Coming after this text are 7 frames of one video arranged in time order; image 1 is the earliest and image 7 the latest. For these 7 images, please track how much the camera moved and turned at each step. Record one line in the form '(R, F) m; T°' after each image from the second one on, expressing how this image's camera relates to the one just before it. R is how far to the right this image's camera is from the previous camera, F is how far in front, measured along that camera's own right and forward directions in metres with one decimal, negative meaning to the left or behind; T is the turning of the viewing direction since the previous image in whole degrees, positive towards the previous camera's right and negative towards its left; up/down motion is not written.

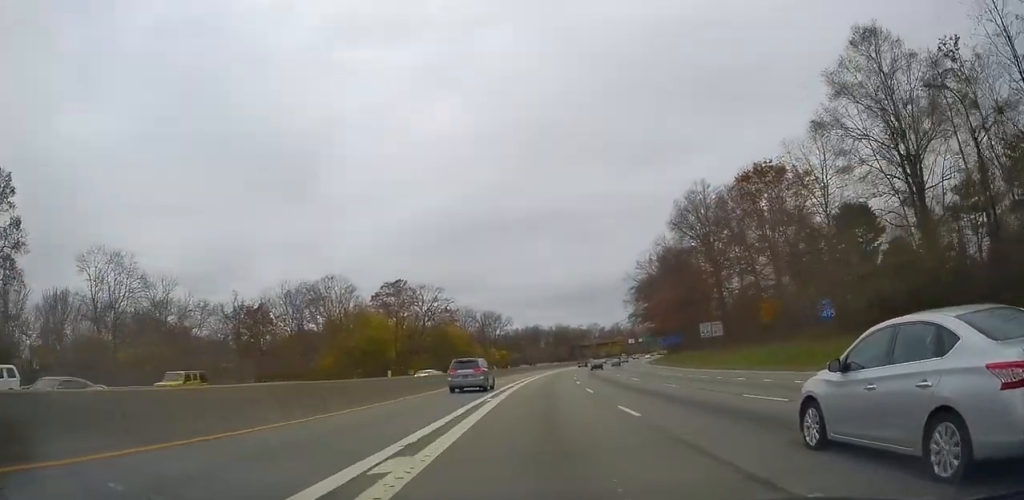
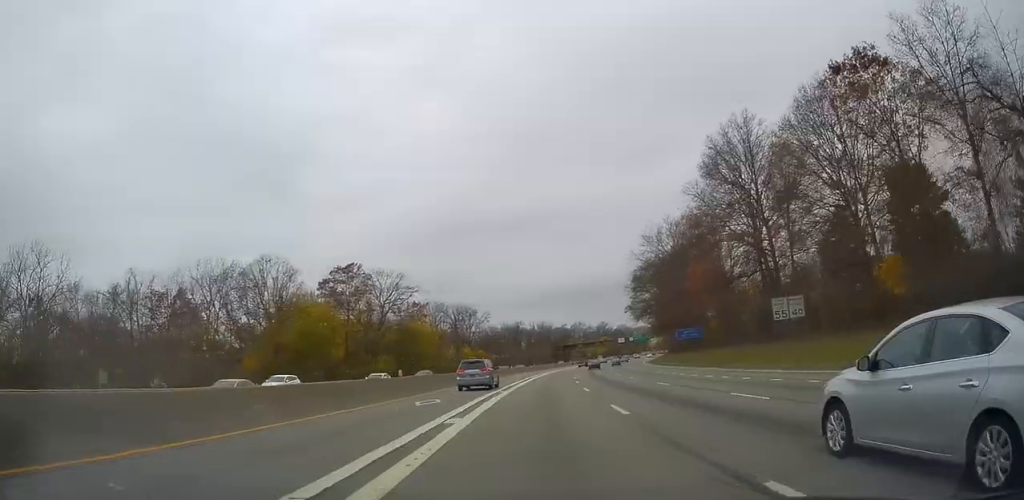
(+0.7, +23.8) m; +2°
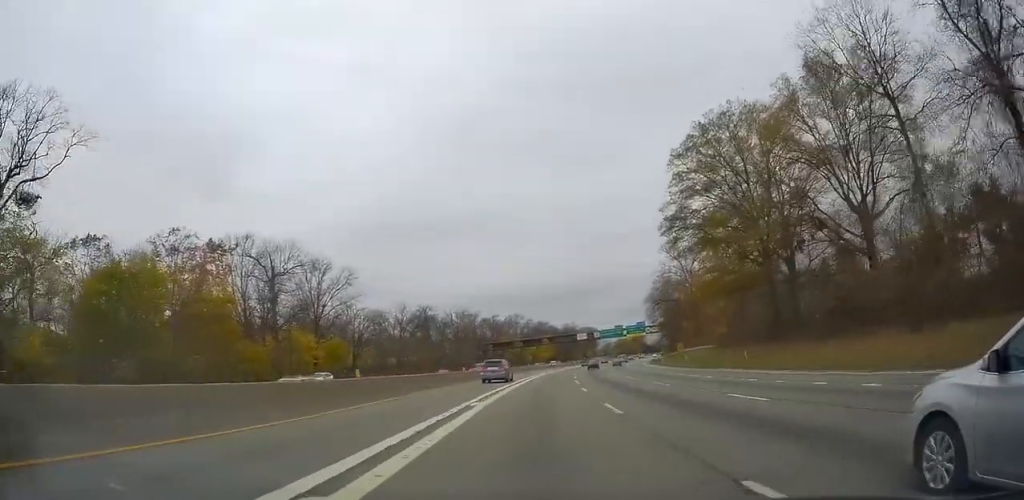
(+5.6, +85.1) m; +8°
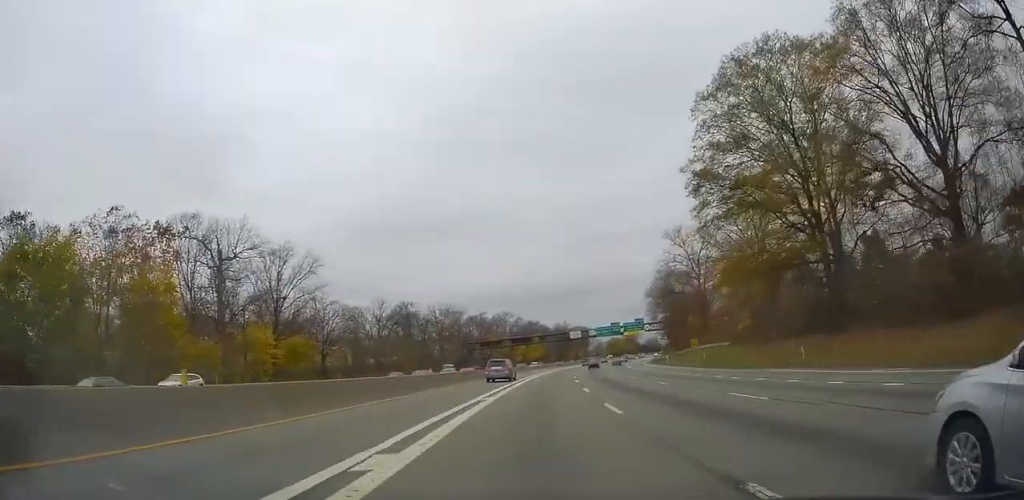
(0.0, +12.3) m; +1°
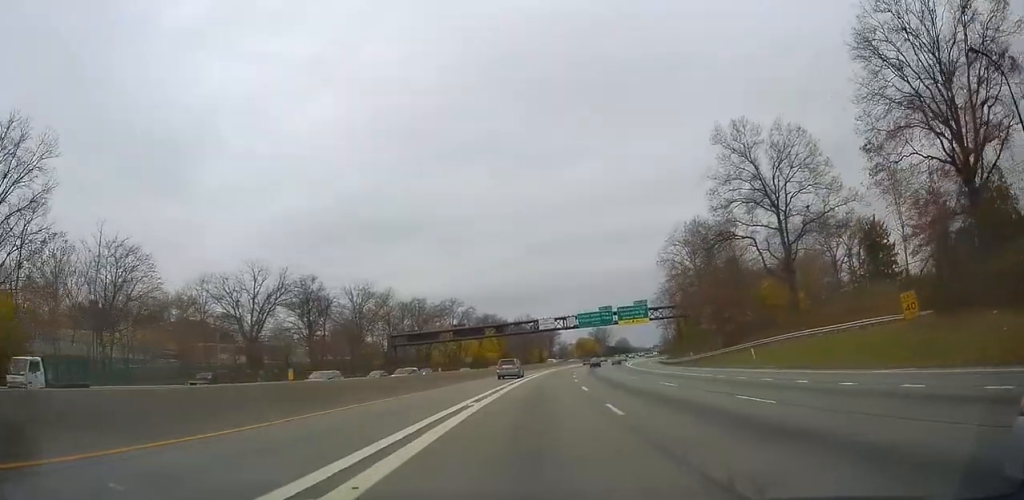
(+1.0, +48.9) m; +2°
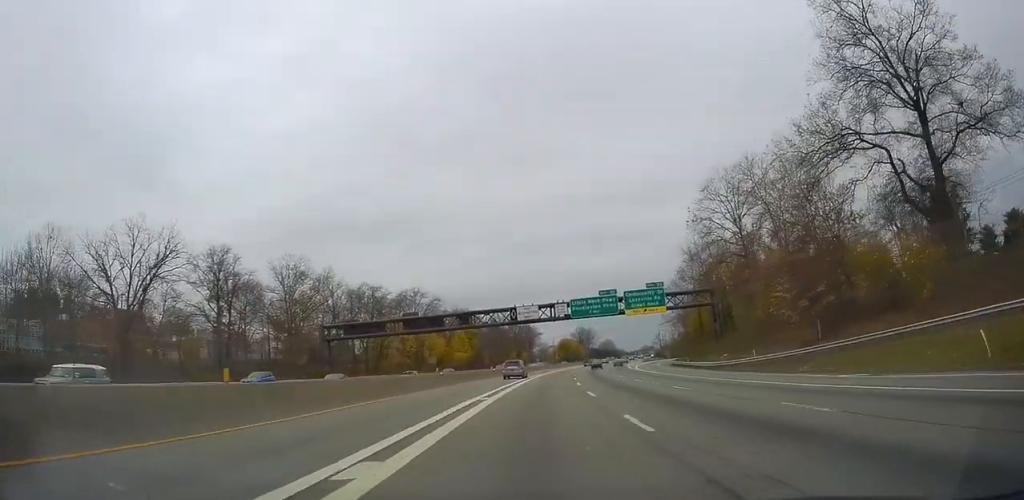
(+0.4, +27.7) m; +3°
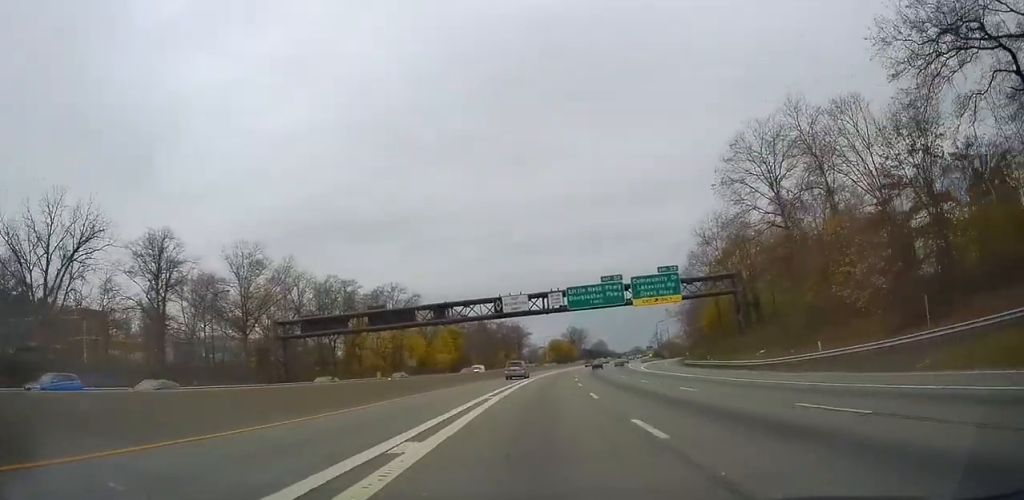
(+0.2, +13.2) m; +2°
